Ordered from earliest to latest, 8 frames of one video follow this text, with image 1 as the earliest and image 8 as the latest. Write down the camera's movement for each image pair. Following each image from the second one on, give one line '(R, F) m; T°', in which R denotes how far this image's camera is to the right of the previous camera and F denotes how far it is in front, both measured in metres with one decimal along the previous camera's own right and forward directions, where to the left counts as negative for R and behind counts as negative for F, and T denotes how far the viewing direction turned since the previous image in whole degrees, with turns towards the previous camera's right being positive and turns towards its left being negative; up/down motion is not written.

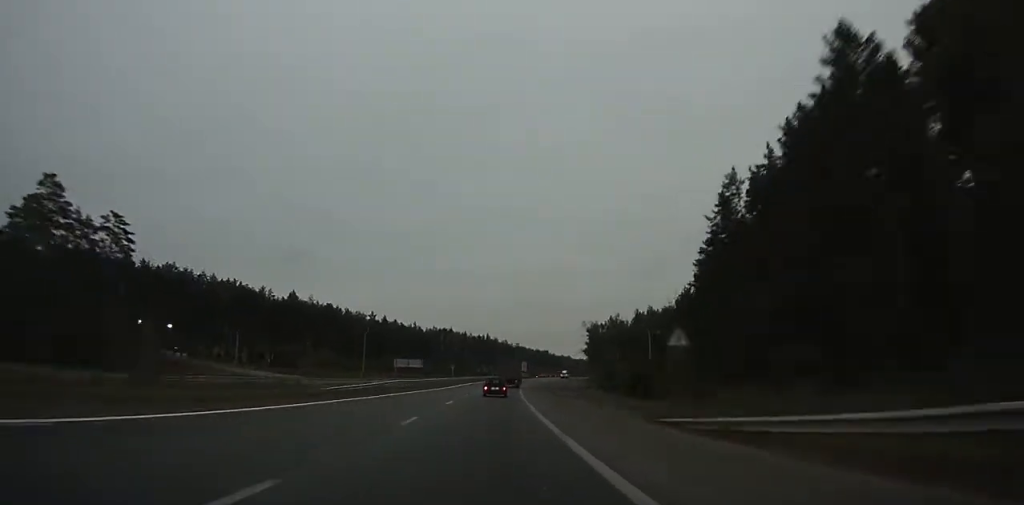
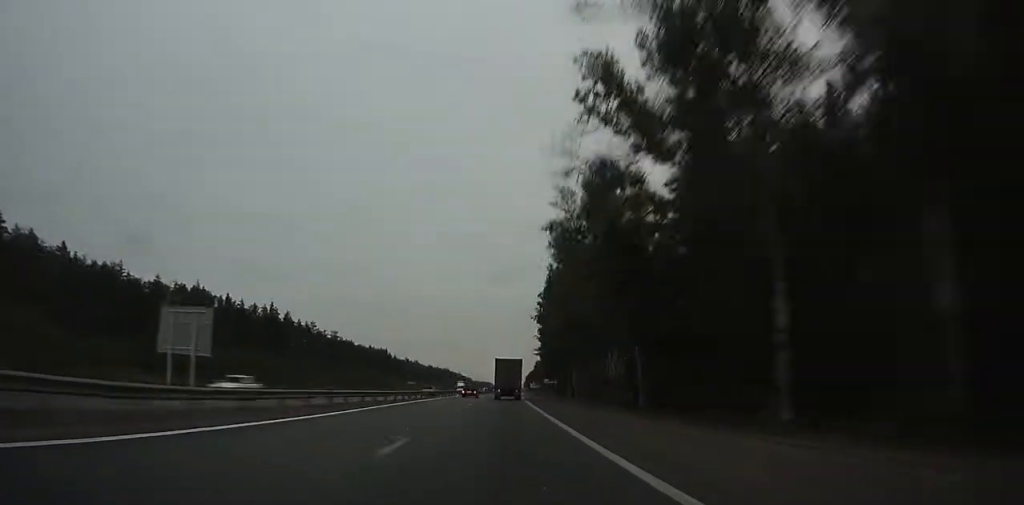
(+18.9, +184.0) m; +13°
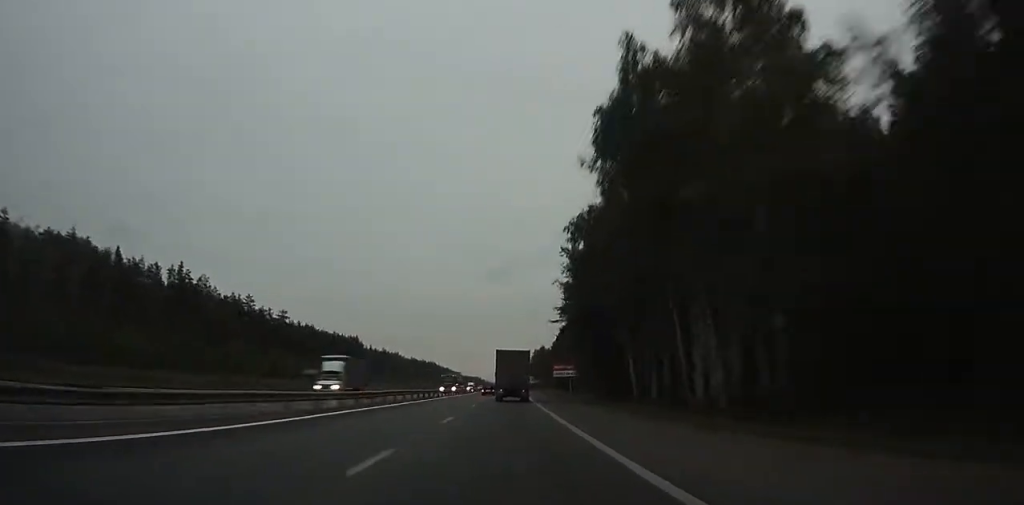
(+1.6, +61.6) m; +1°
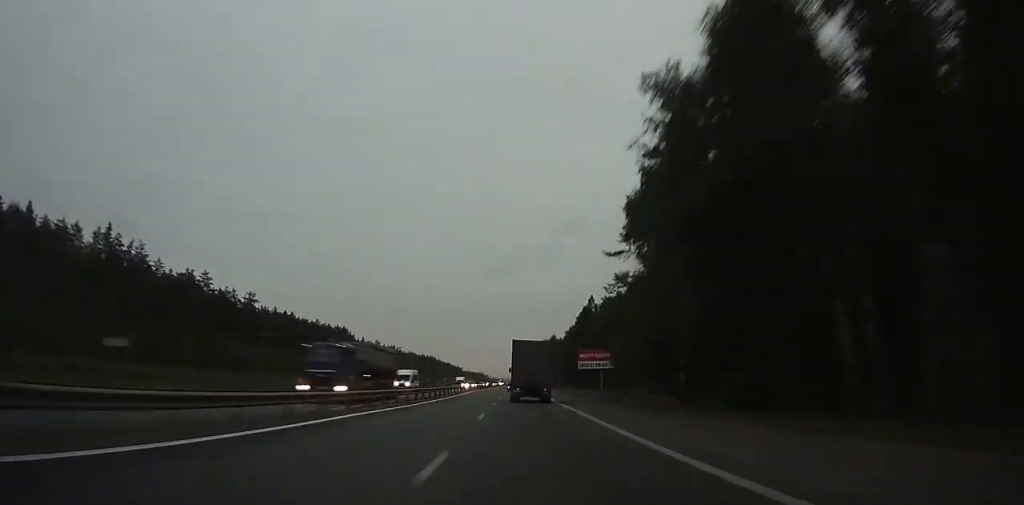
(+0.2, +34.6) m; +1°
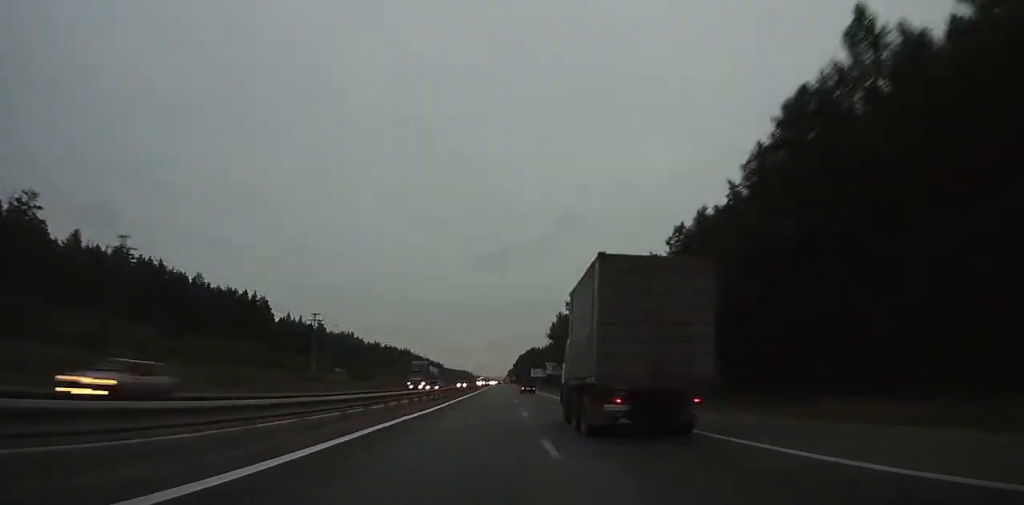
(+1.5, +105.4) m; +1°
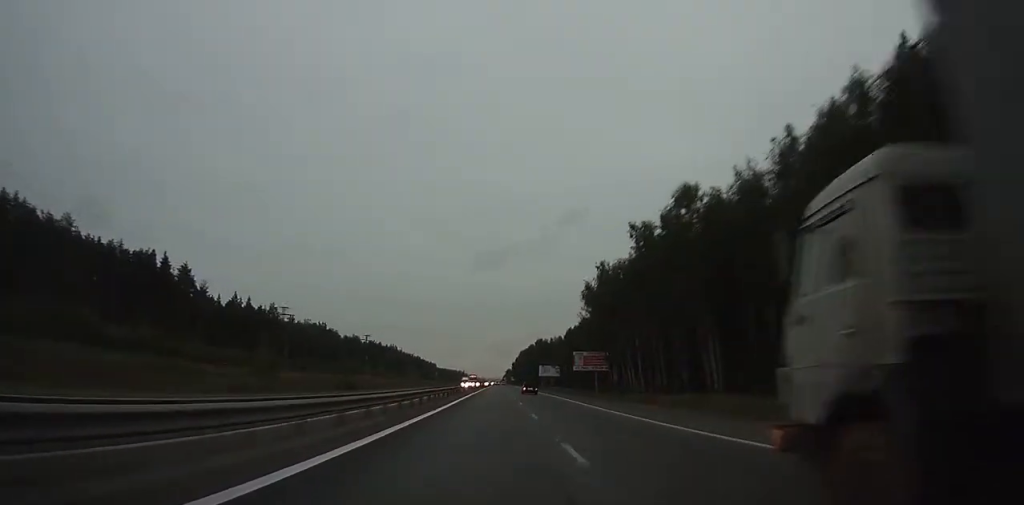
(+0.5, +60.4) m; 0°
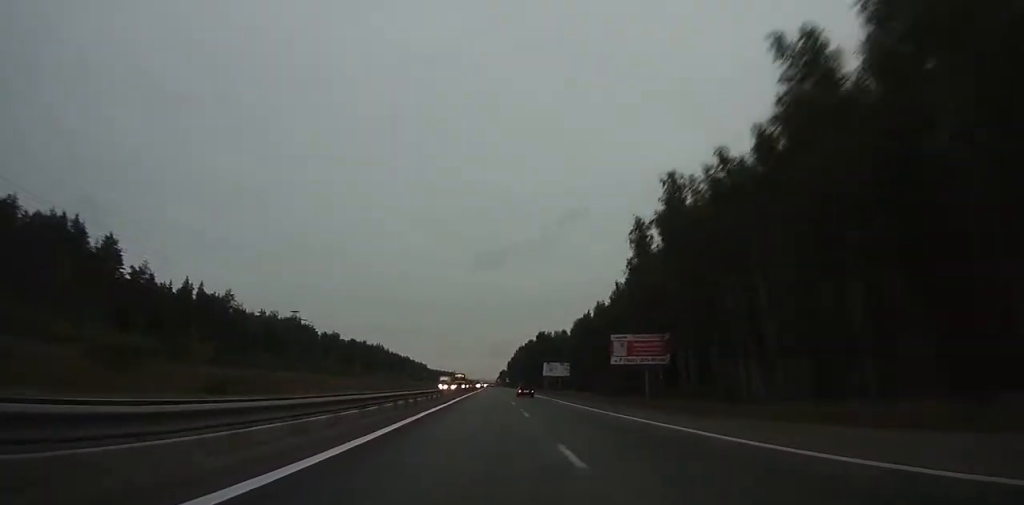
(0.0, +35.1) m; 0°
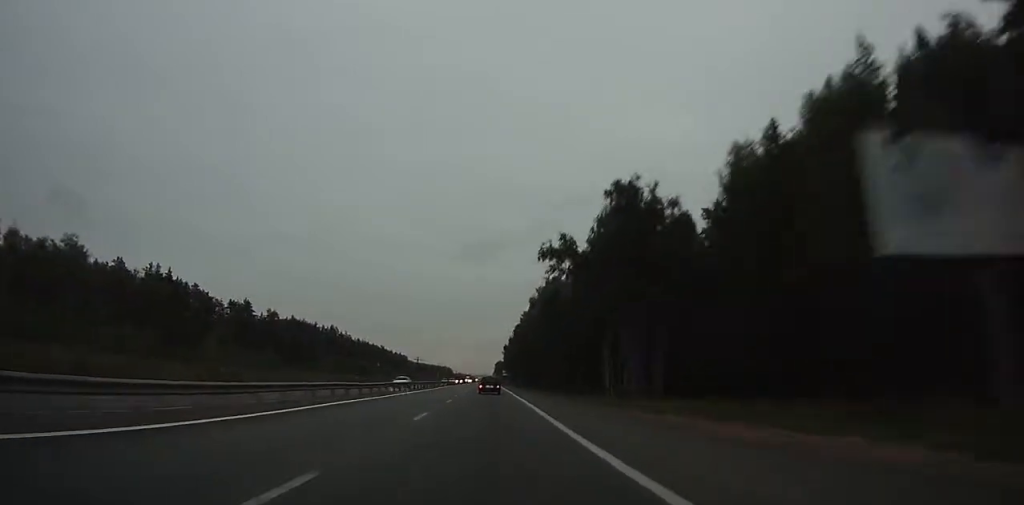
(0.0, +123.9) m; 0°
